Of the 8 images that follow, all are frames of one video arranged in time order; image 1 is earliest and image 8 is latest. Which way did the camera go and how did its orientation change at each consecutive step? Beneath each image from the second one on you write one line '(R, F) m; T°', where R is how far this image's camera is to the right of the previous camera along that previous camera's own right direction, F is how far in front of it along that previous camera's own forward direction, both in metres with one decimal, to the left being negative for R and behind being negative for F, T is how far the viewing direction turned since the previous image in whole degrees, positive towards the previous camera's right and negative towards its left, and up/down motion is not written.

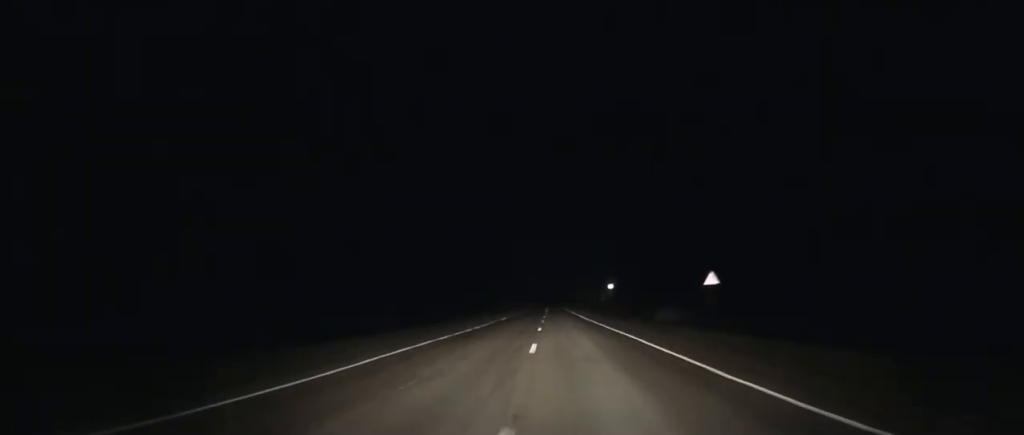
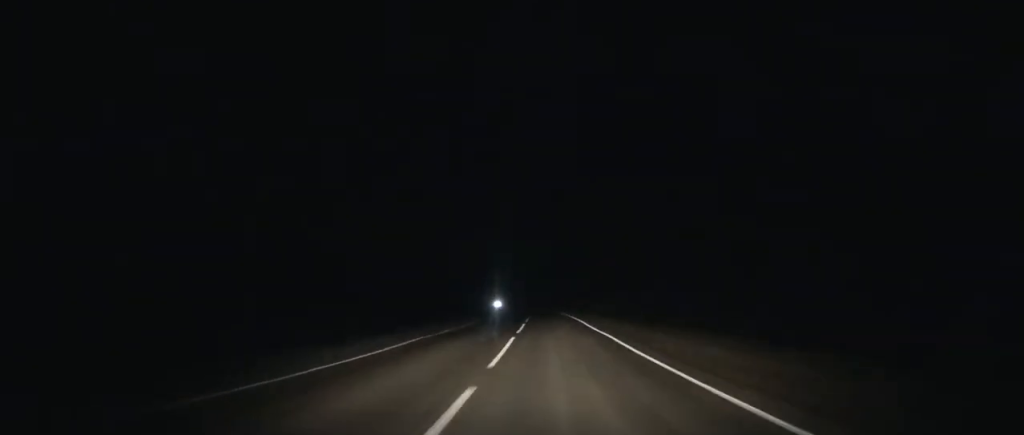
(-0.2, +95.7) m; 0°
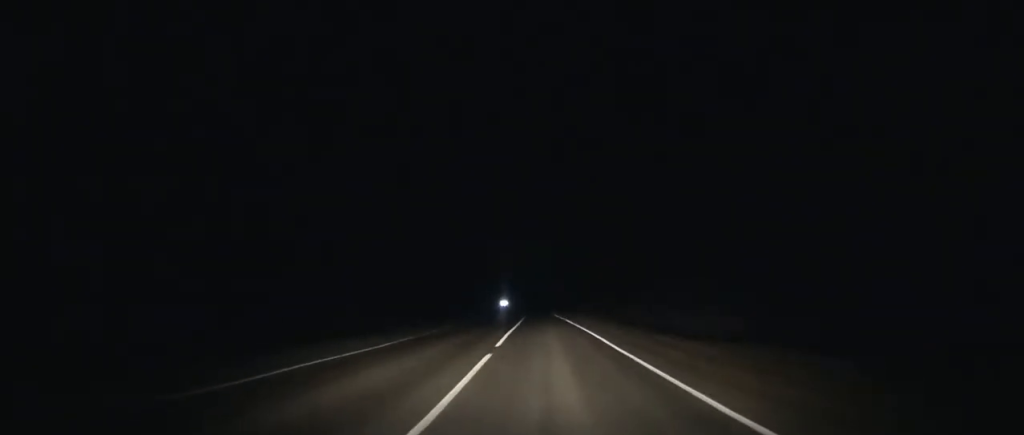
(-0.4, +79.4) m; -1°
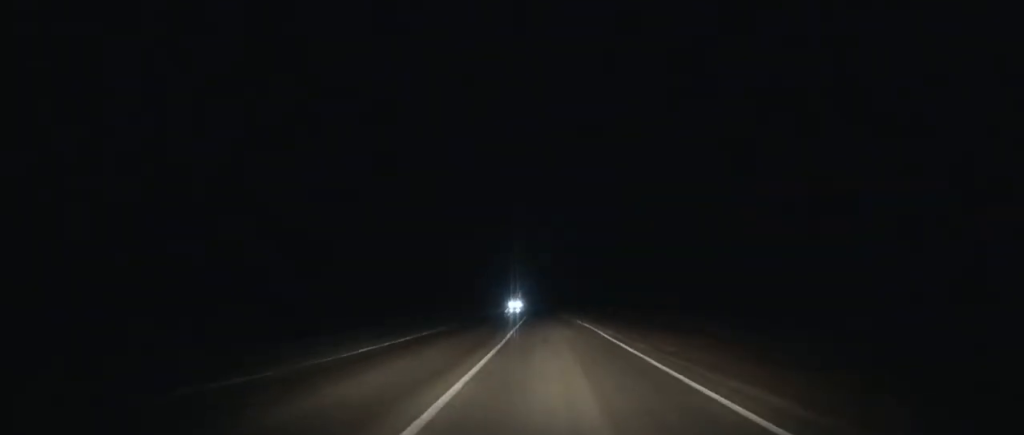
(-1.2, +94.4) m; -2°
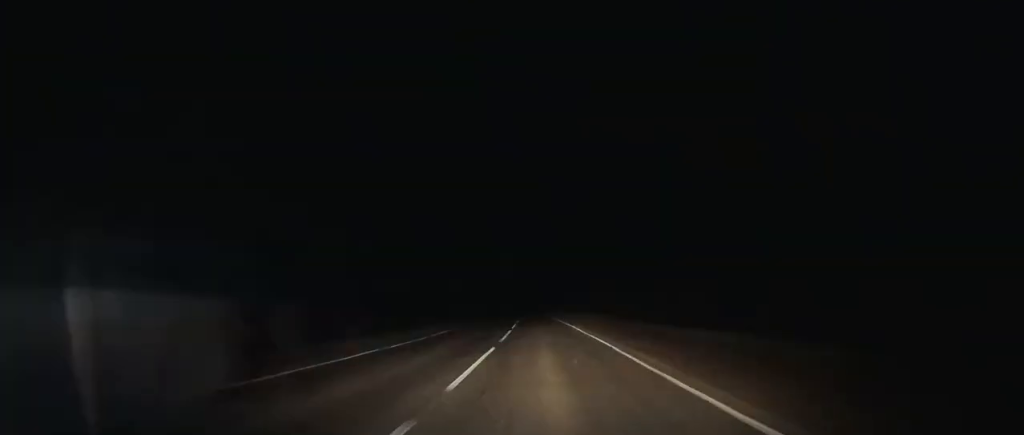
(-0.9, +67.8) m; -2°
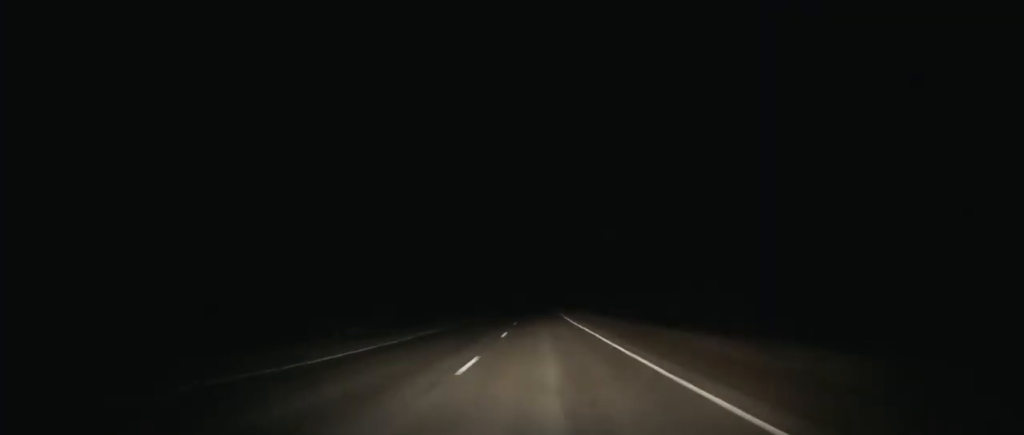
(-2.6, +110.7) m; -3°
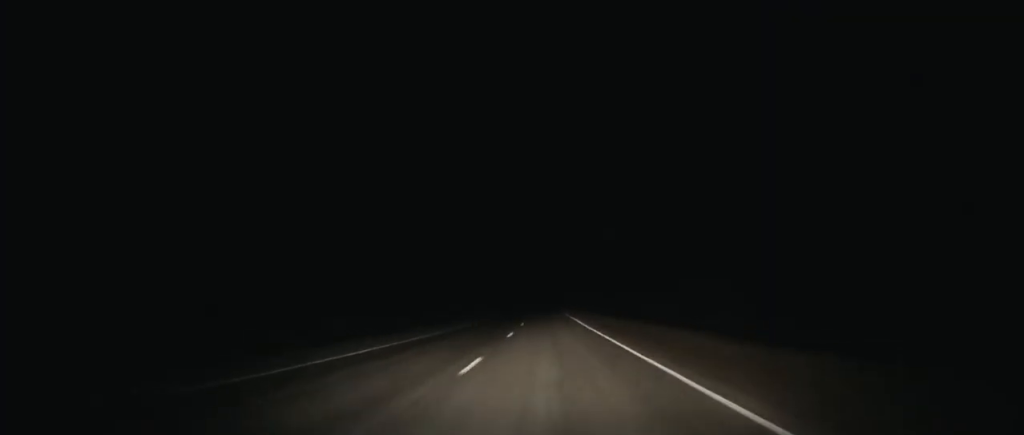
(-1.9, +92.2) m; -1°
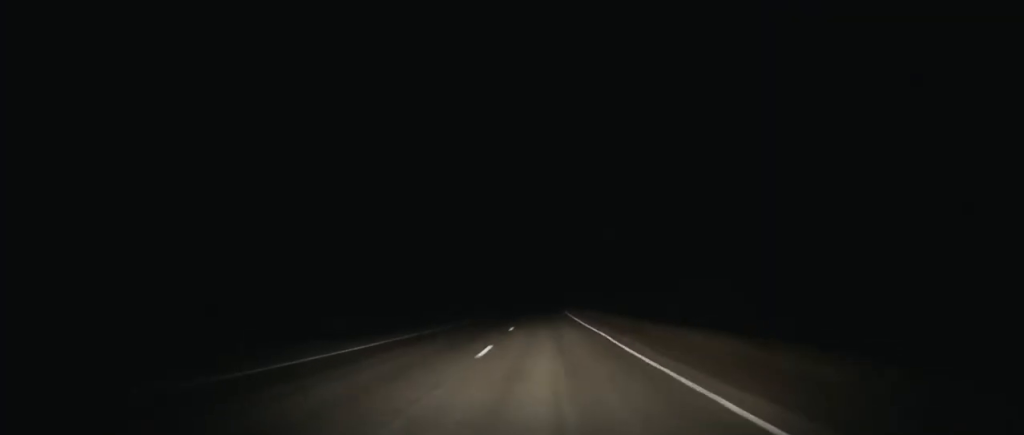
(-0.1, +82.5) m; +1°
